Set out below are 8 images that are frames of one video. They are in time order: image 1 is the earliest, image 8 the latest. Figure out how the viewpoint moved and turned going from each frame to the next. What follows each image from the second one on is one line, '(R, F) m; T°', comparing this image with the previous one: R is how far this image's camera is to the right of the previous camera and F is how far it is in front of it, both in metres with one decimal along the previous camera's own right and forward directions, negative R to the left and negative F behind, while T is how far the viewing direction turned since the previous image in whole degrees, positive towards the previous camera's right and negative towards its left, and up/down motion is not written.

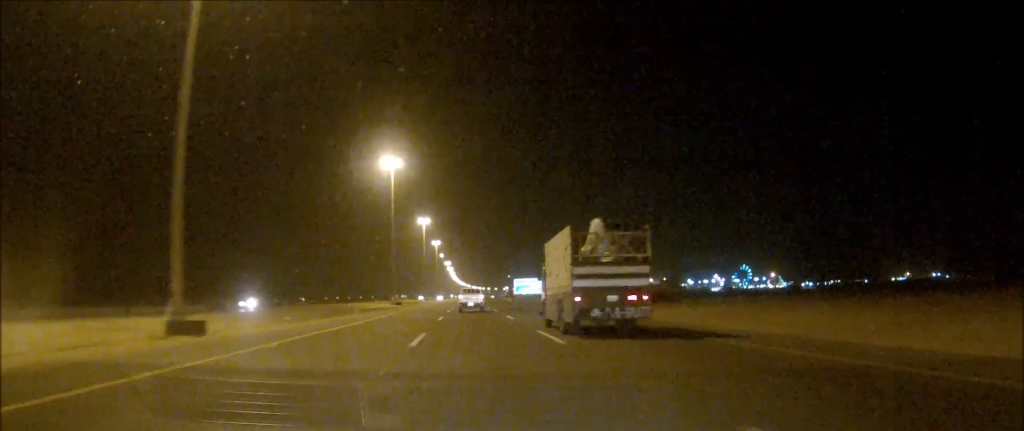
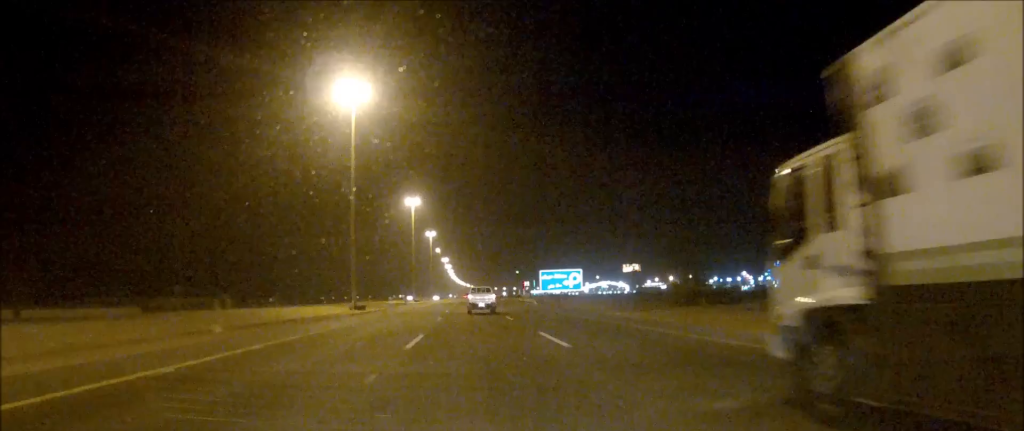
(0.0, +55.2) m; 0°
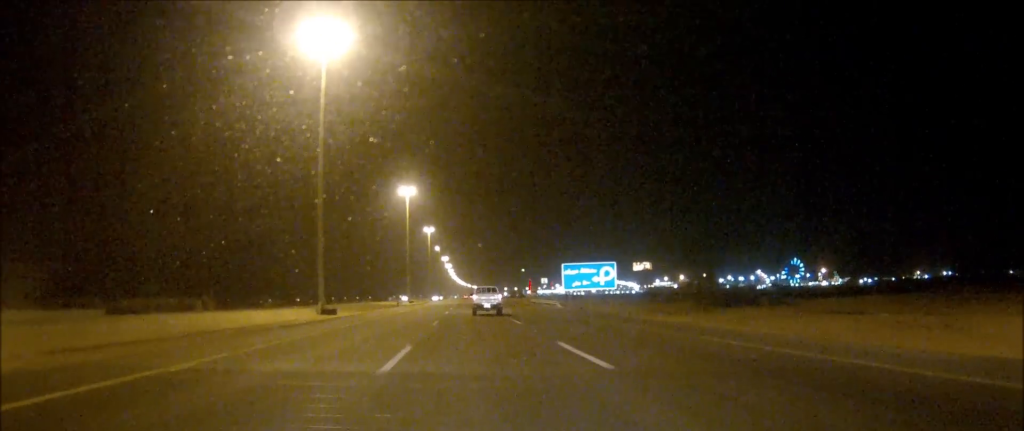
(0.0, +23.0) m; 0°
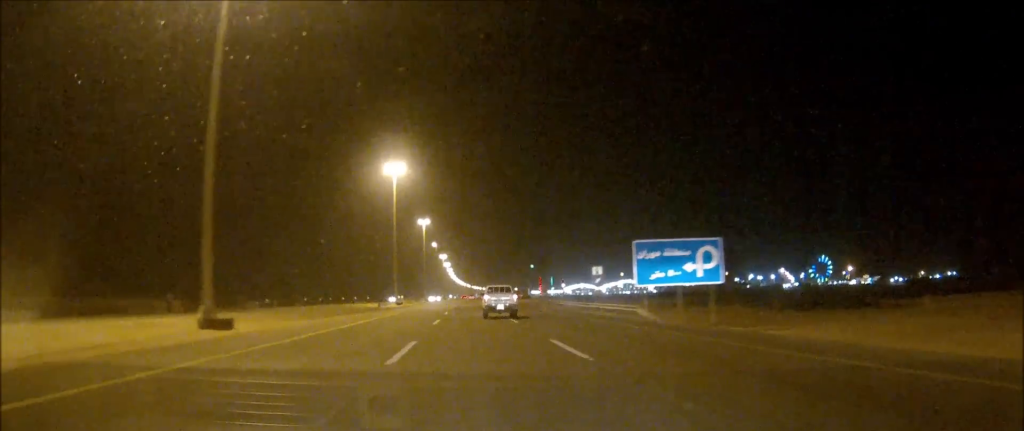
(0.0, +34.4) m; 0°
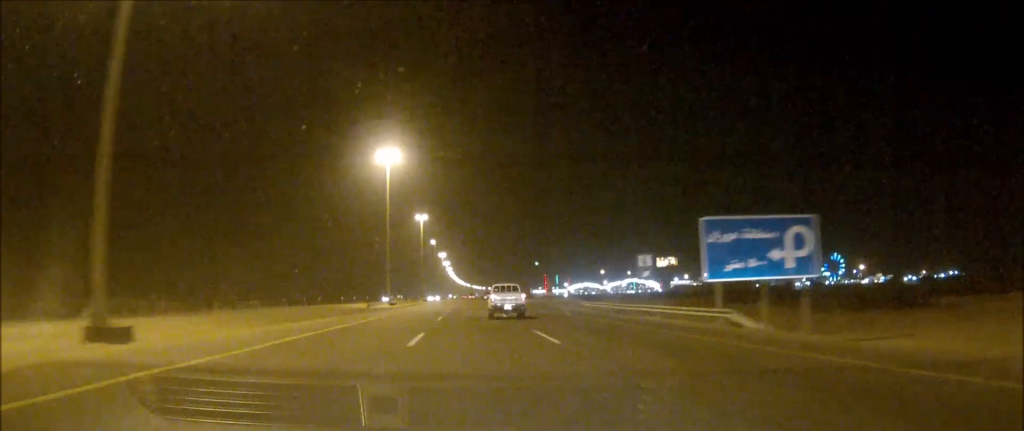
(0.0, +13.8) m; 0°
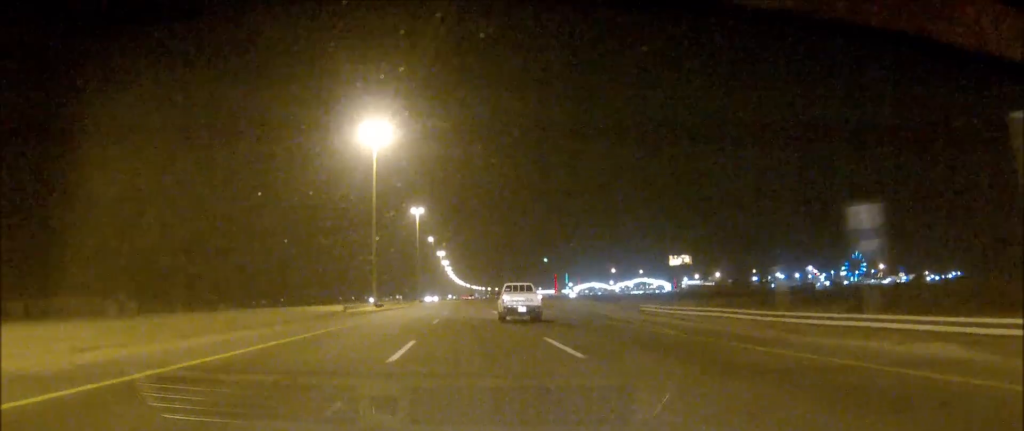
(0.0, +21.8) m; 0°
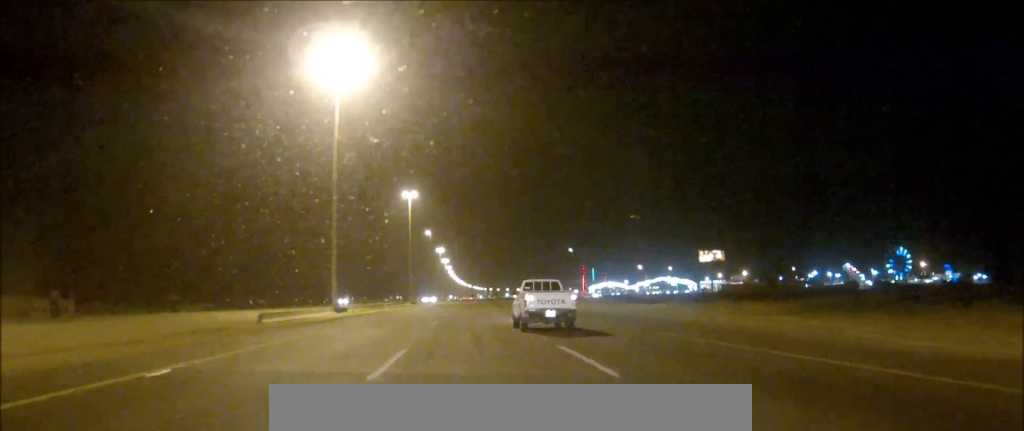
(0.0, +39.0) m; 0°
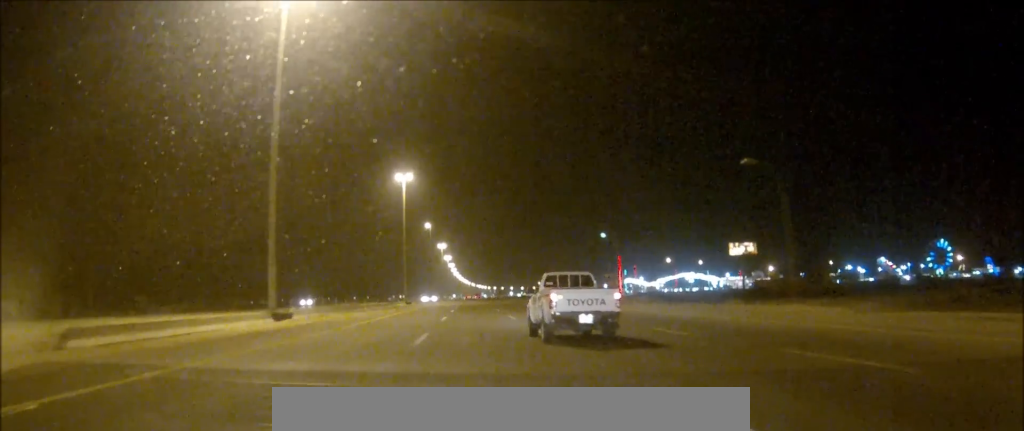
(-0.1, +28.7) m; 0°
